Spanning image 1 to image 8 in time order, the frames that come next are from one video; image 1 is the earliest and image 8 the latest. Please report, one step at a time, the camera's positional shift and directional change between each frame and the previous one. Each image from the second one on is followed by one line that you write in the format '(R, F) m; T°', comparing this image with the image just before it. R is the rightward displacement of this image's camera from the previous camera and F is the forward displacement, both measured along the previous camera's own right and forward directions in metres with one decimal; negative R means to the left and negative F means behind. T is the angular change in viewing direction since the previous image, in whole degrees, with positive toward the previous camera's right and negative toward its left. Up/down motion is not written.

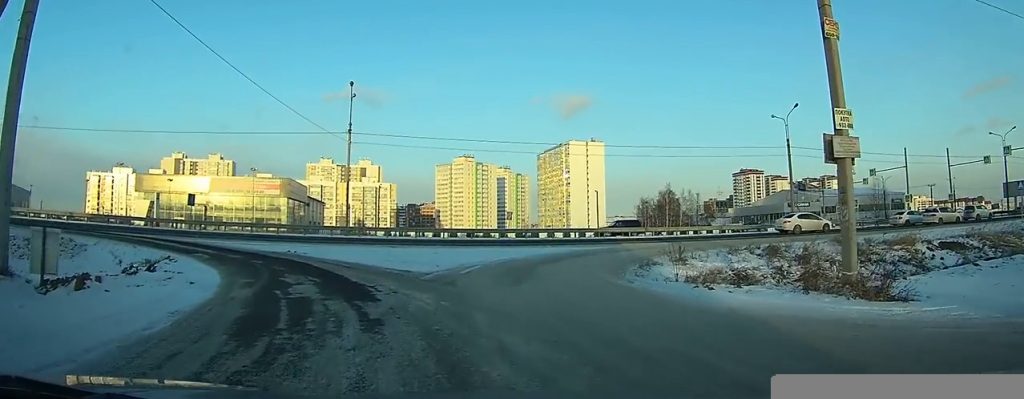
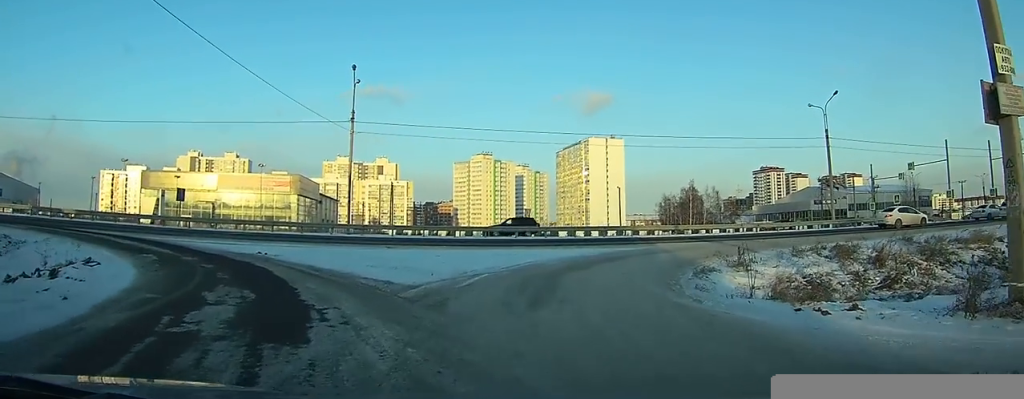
(-0.3, +3.7) m; -5°
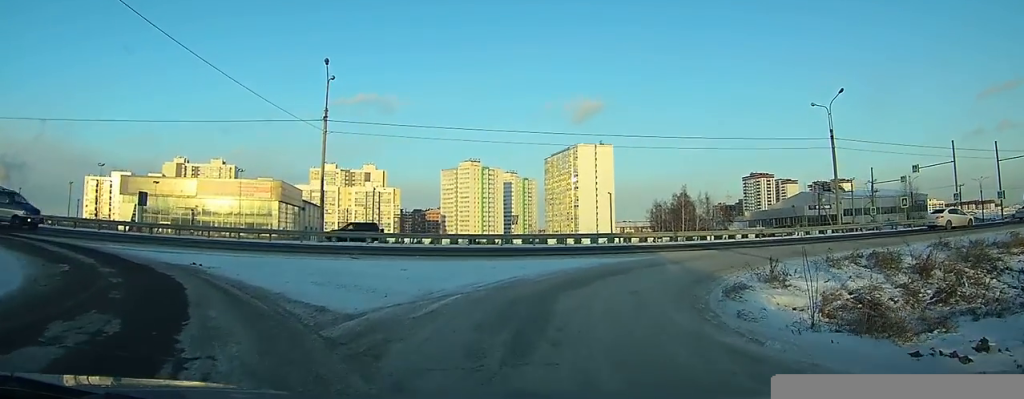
(0.0, +3.2) m; -2°
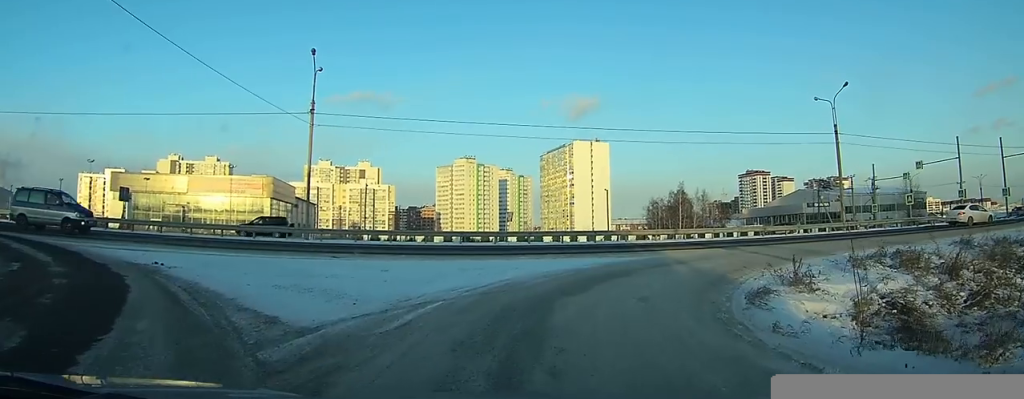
(0.0, +1.6) m; -1°
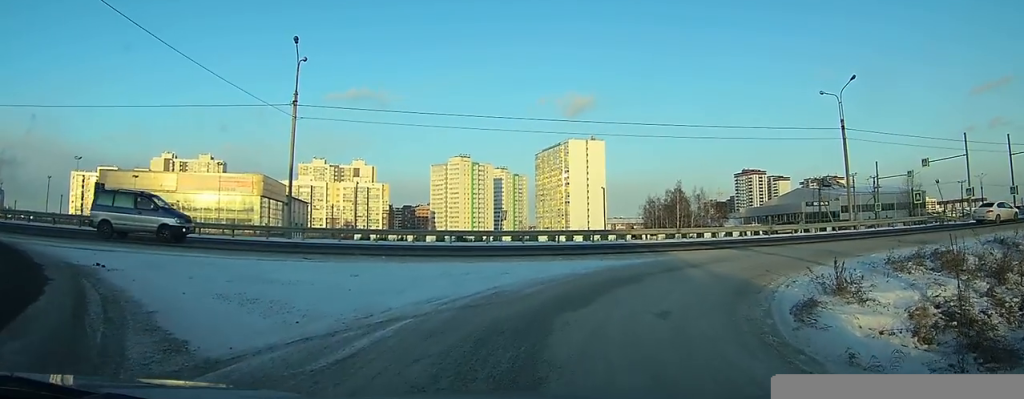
(0.0, +2.2) m; -2°
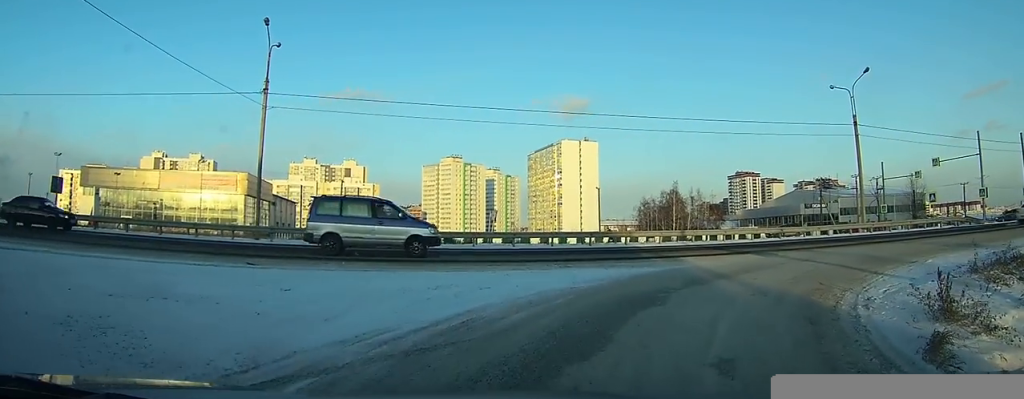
(-0.1, +3.6) m; -1°
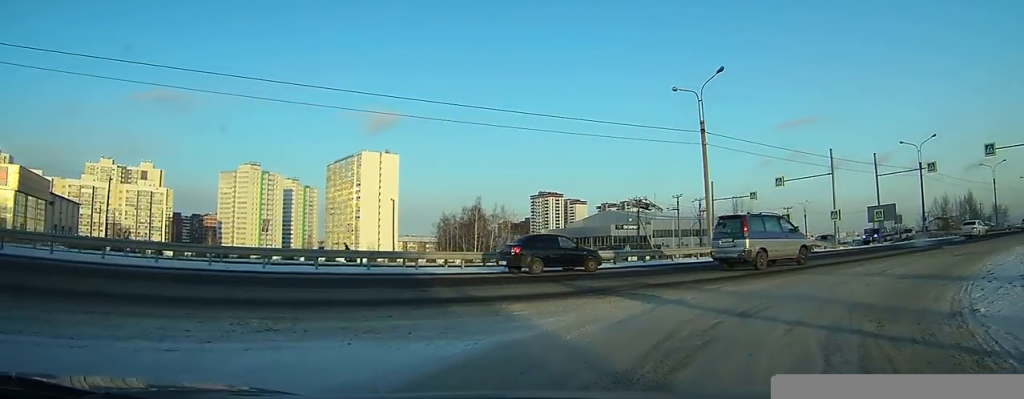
(+0.2, +8.4) m; +6°
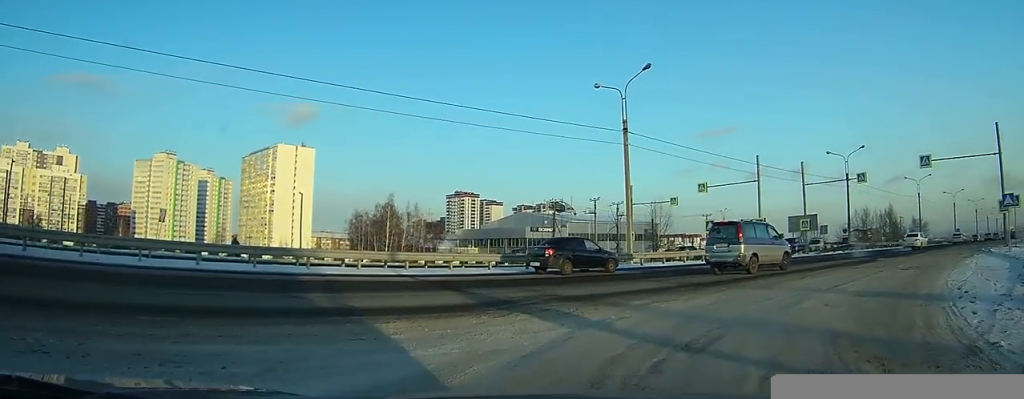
(-0.1, +1.9) m; +4°
